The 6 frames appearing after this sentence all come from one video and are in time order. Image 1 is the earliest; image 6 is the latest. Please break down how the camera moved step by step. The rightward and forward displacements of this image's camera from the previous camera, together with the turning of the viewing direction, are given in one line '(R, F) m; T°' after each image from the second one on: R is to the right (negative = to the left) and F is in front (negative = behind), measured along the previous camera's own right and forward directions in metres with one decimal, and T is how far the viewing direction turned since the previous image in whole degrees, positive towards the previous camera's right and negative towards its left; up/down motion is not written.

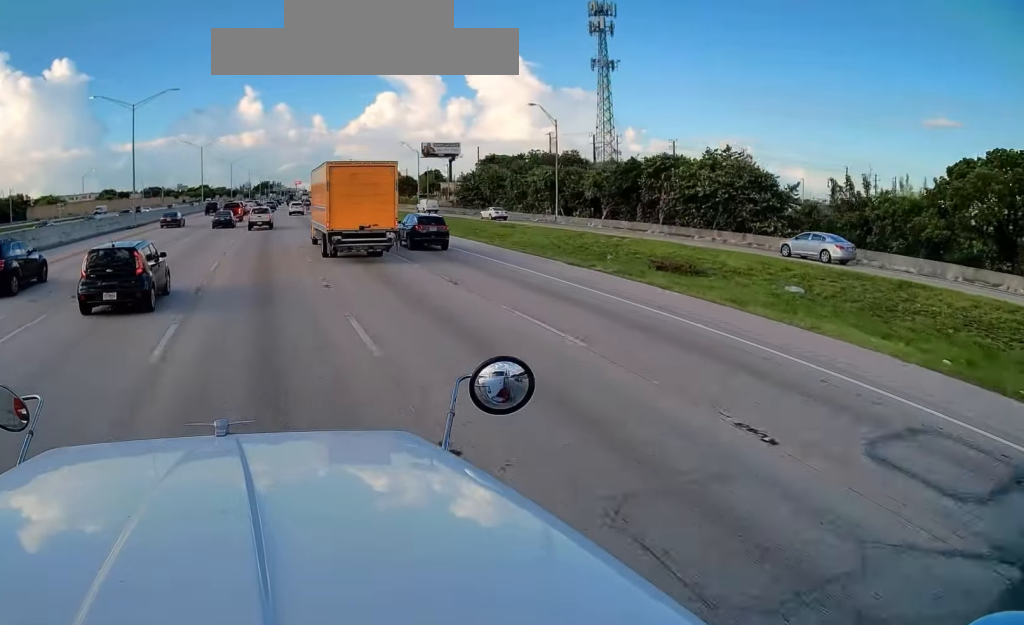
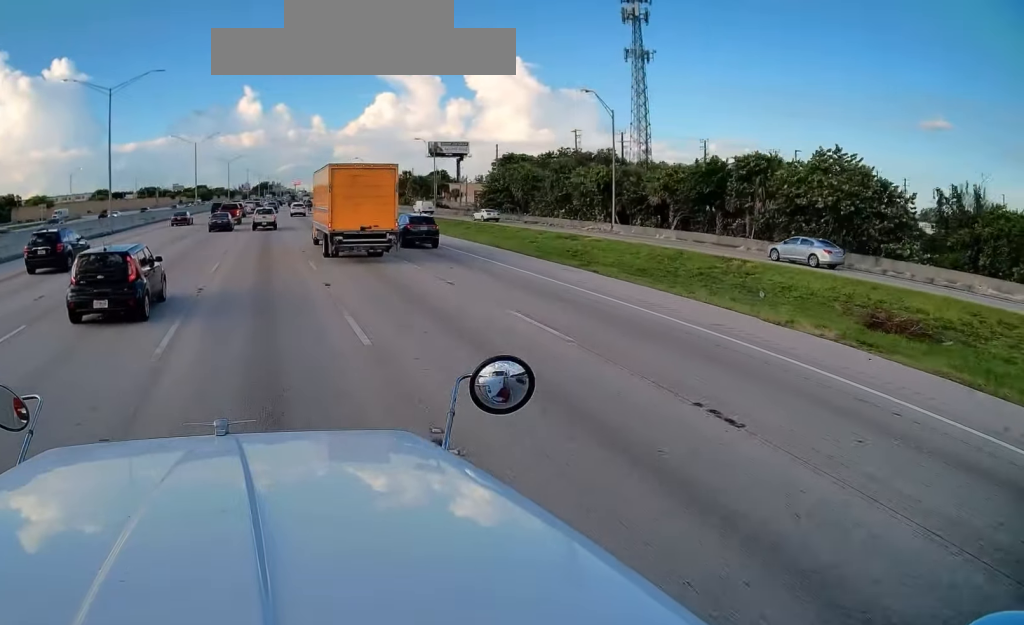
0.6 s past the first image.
(0.0, +11.9) m; 0°
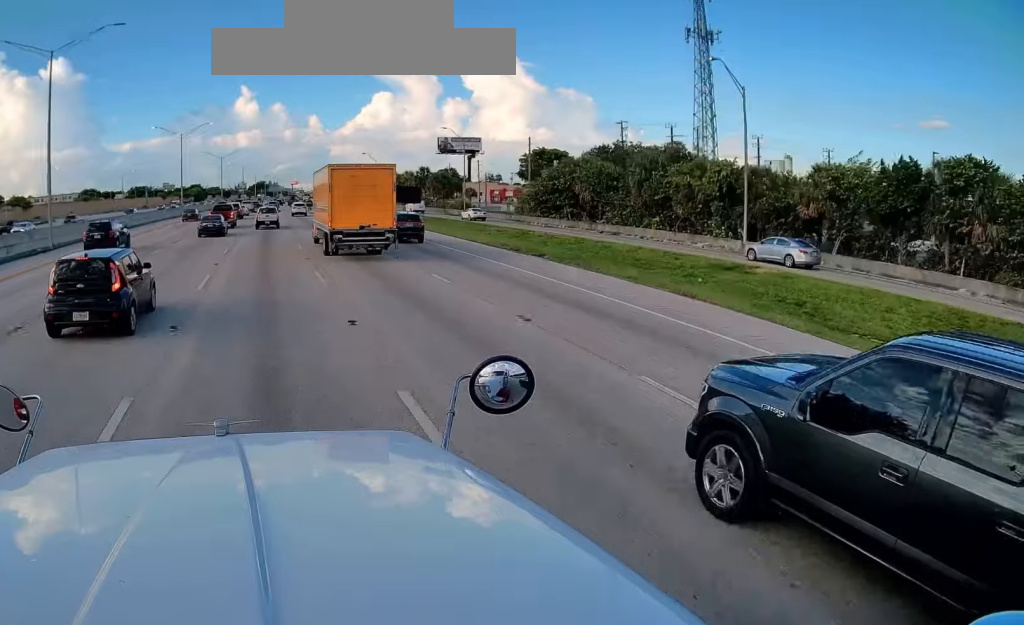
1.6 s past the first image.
(0.0, +18.2) m; 0°
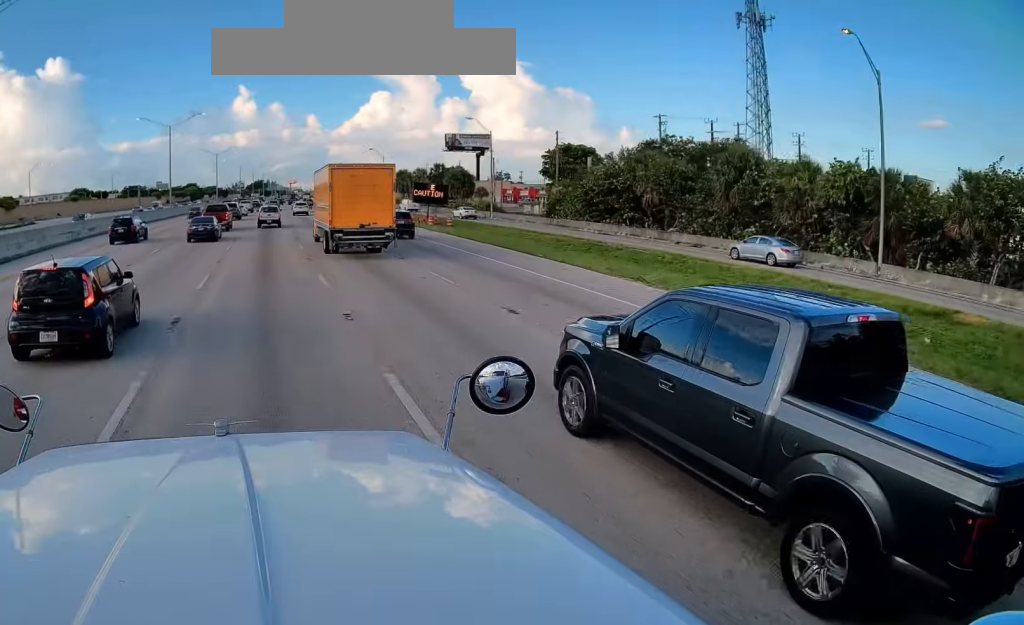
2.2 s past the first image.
(0.0, +12.0) m; +1°
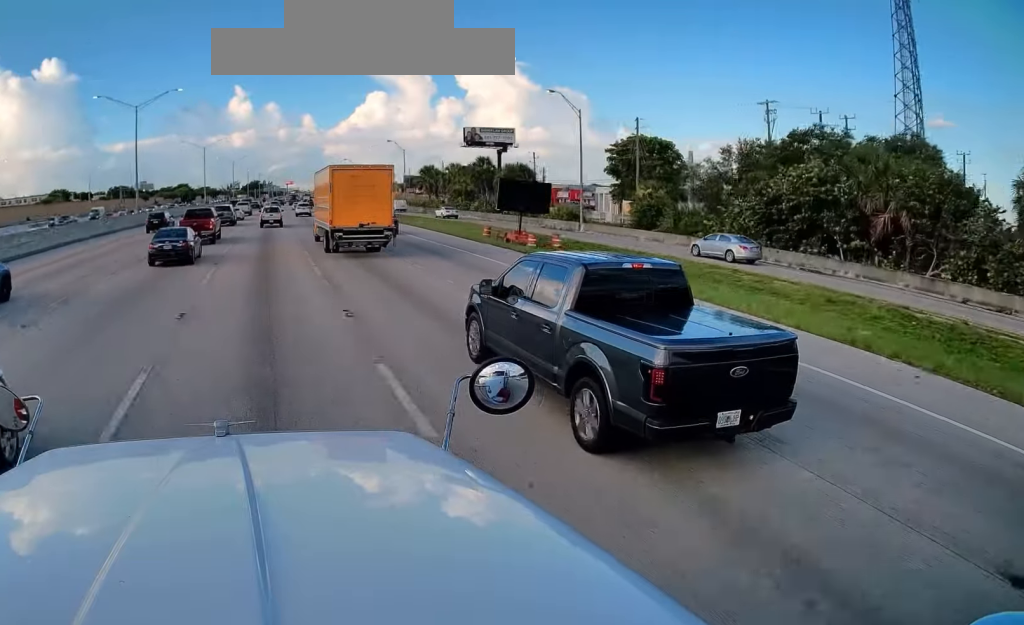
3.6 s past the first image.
(+0.2, +26.0) m; 0°
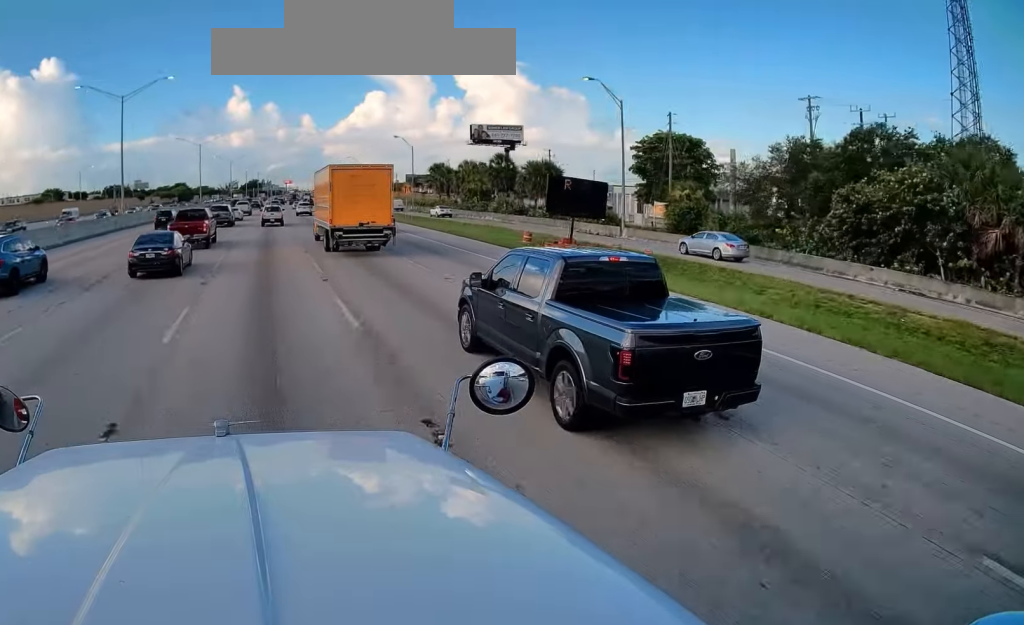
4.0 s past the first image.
(-0.1, +8.0) m; 0°
